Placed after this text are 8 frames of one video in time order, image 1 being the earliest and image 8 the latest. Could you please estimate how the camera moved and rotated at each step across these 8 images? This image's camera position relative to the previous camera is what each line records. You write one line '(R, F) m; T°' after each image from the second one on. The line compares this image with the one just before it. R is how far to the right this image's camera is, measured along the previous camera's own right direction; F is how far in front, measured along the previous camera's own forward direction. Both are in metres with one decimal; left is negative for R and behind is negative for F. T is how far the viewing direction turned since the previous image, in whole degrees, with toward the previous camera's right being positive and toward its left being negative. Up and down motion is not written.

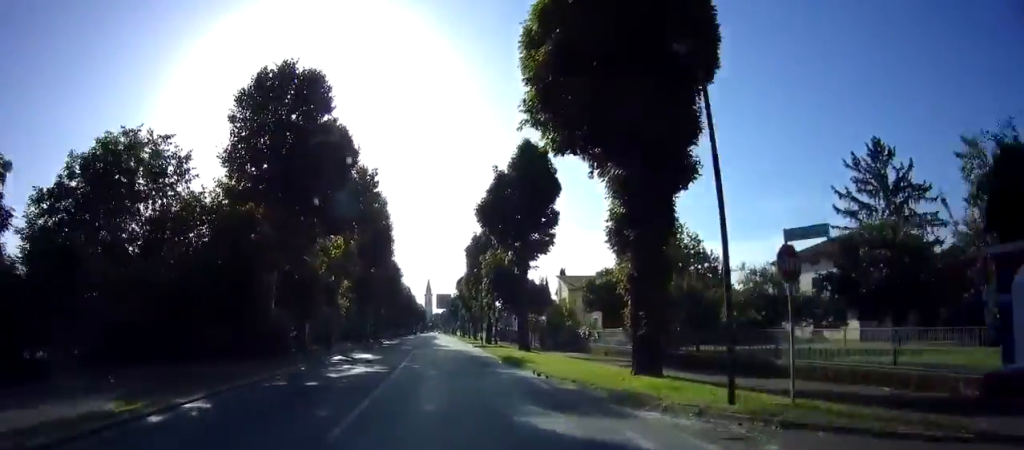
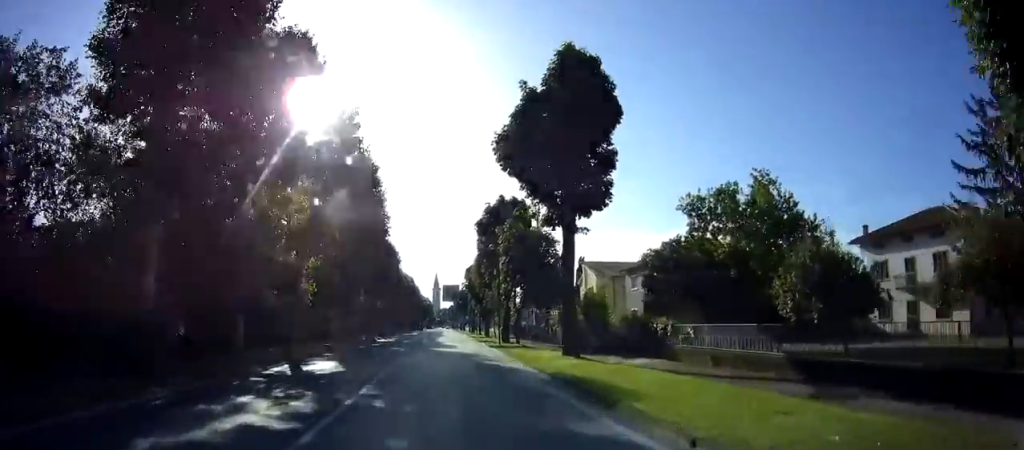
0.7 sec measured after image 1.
(+0.2, +11.1) m; +1°
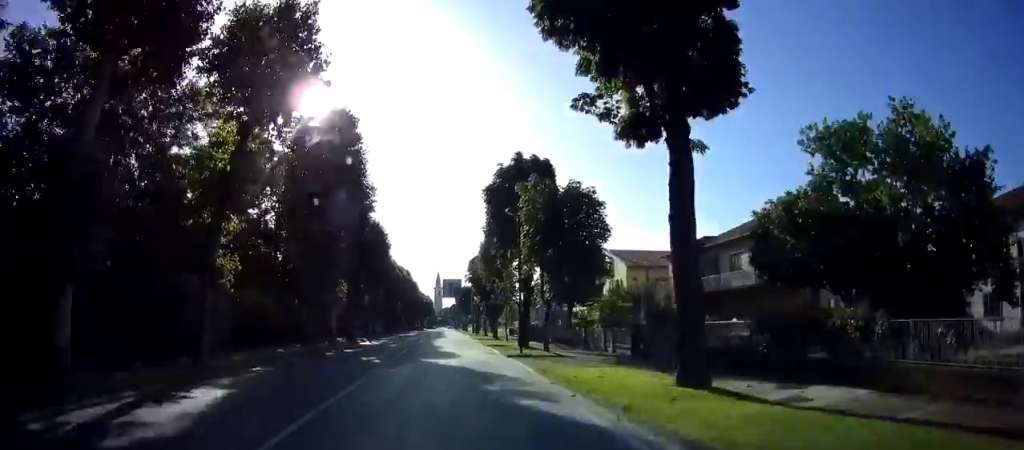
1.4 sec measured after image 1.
(0.0, +11.2) m; 0°
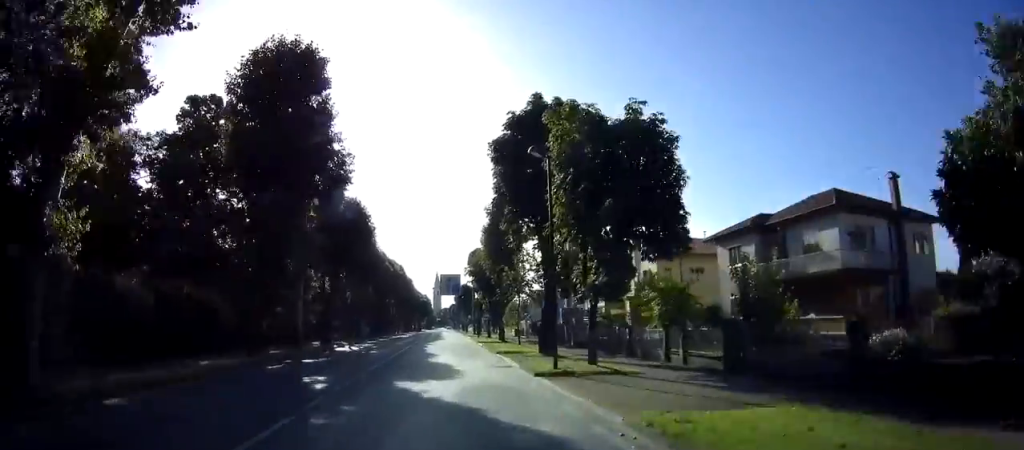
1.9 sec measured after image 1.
(0.0, +8.5) m; 0°
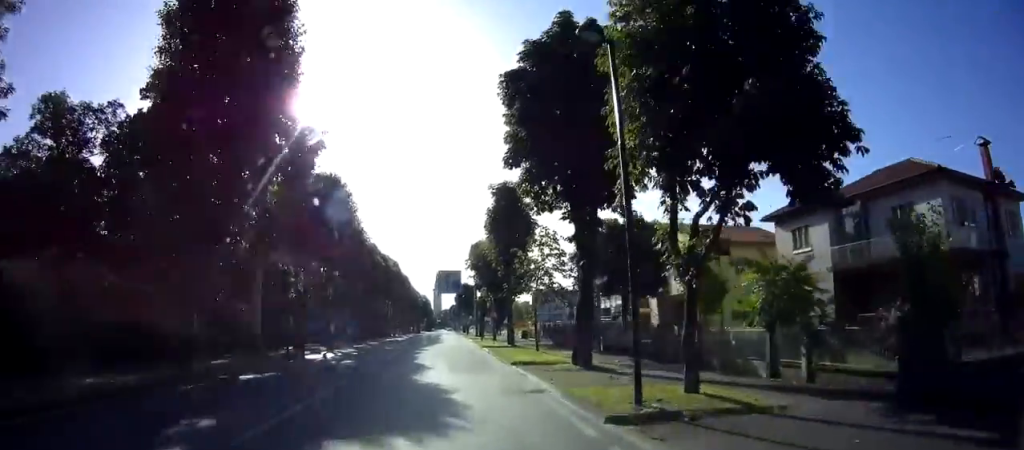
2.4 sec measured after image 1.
(0.0, +6.9) m; -1°
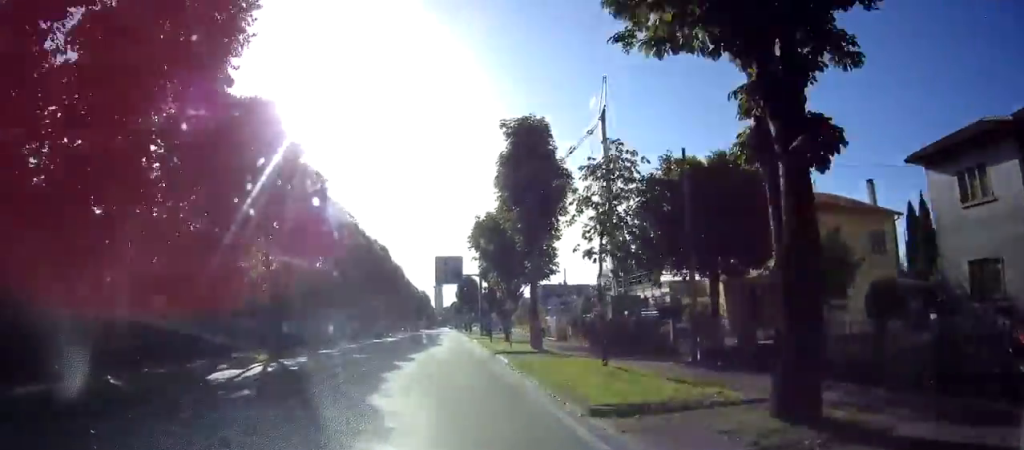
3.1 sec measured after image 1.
(-0.1, +11.2) m; -1°
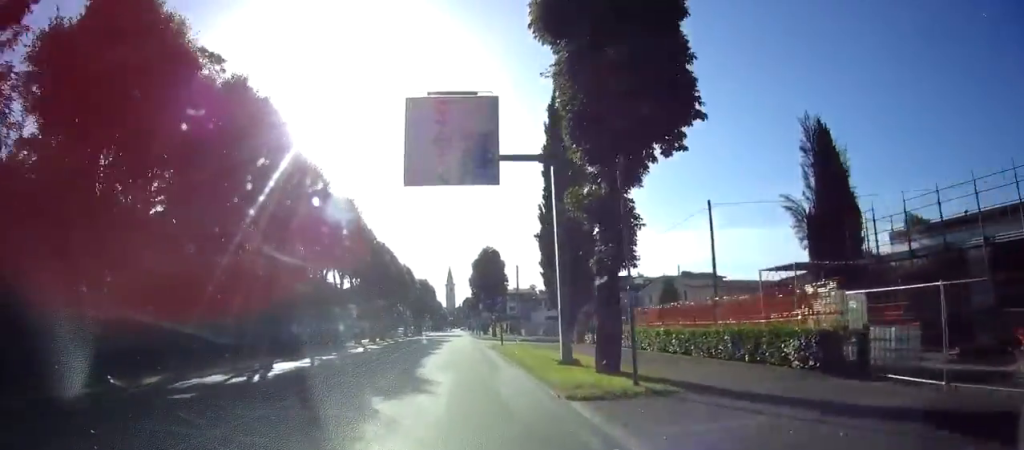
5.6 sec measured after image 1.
(-0.2, +40.3) m; -3°
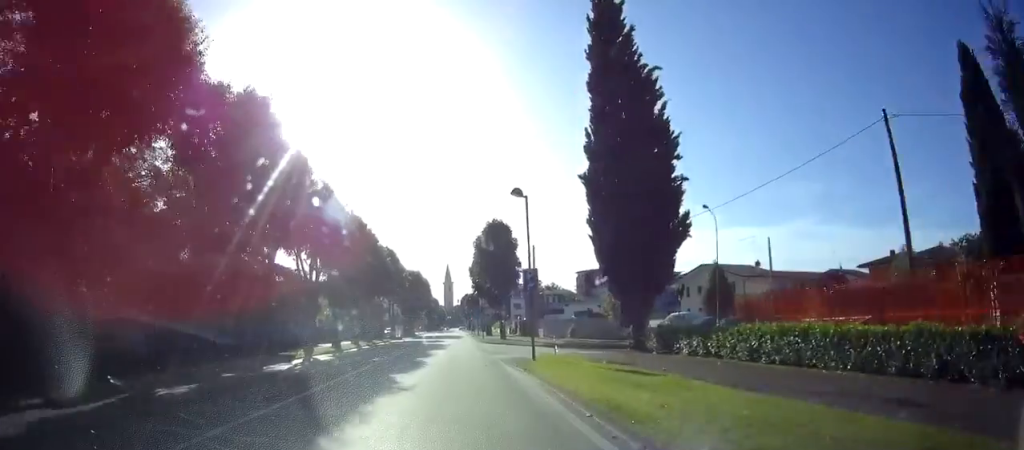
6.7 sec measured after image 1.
(-0.4, +16.0) m; 0°
